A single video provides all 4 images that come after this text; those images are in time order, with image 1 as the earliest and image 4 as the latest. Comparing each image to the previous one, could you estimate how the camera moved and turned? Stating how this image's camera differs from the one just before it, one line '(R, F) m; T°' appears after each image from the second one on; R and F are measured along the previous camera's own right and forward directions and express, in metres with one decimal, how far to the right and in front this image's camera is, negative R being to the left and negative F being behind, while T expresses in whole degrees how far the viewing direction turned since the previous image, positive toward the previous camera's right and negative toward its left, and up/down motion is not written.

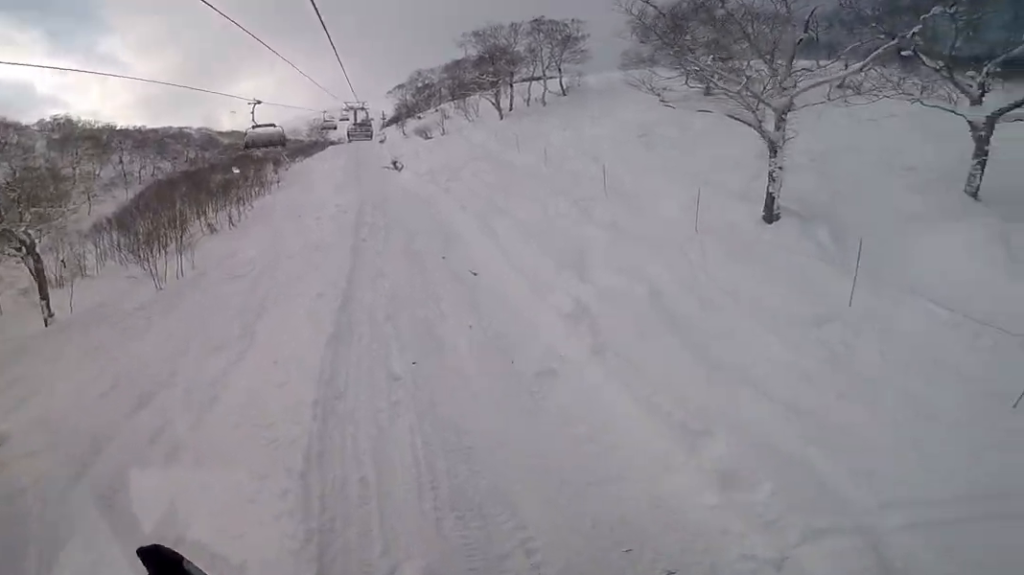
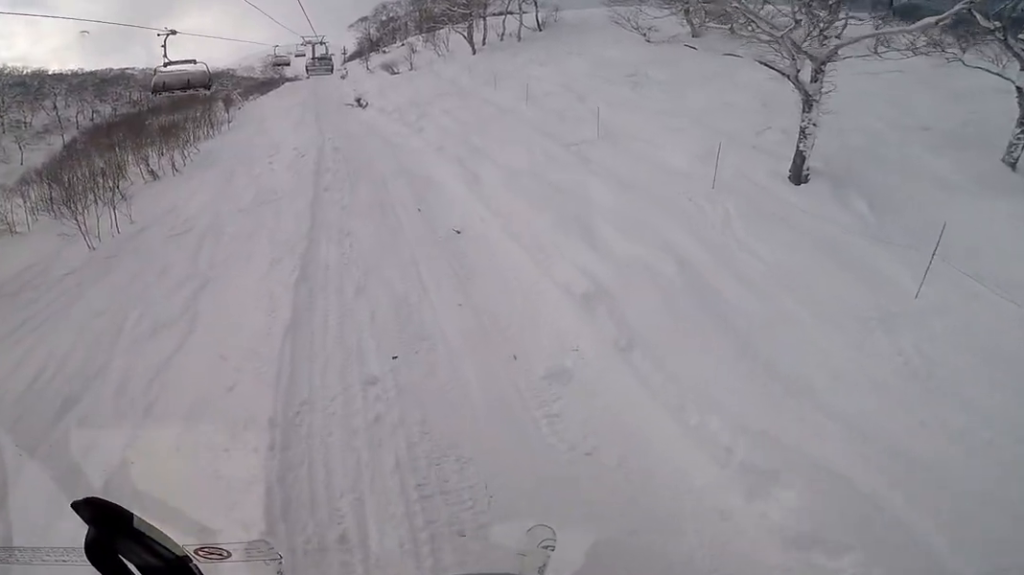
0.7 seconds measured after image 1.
(0.0, +2.7) m; +2°
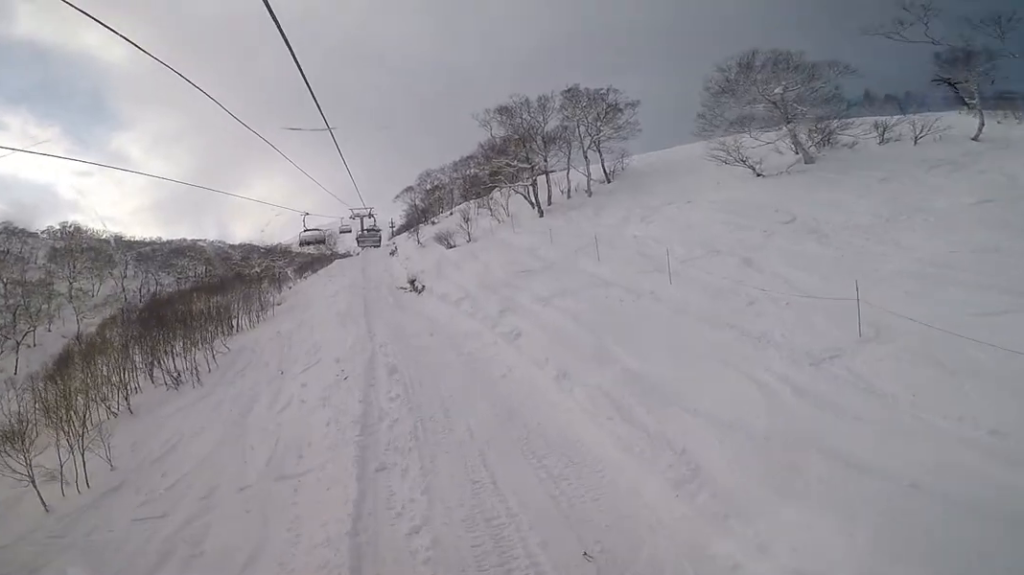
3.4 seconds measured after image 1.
(+2.6, +10.3) m; +6°
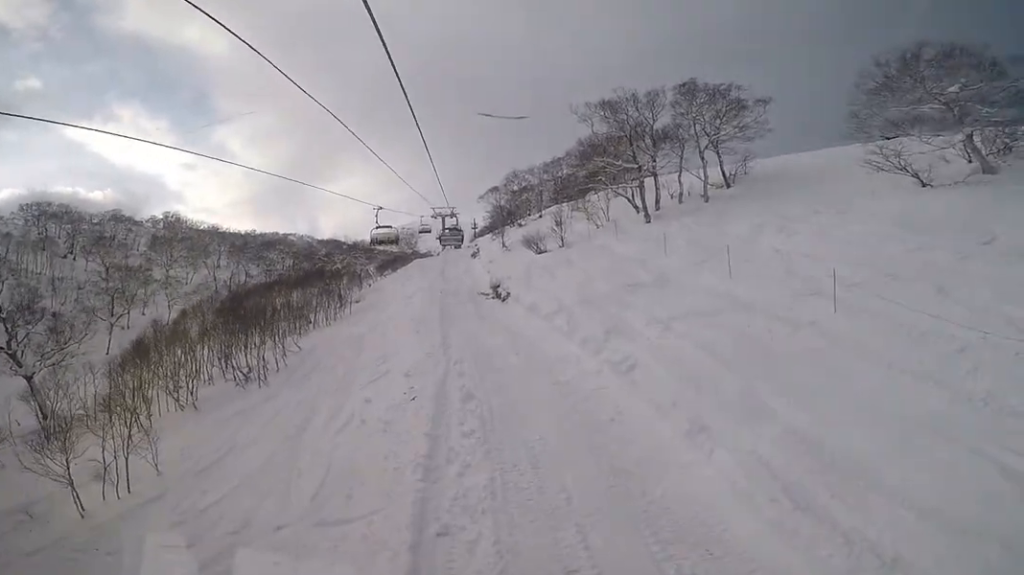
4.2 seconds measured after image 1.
(-0.3, +3.1) m; -7°
